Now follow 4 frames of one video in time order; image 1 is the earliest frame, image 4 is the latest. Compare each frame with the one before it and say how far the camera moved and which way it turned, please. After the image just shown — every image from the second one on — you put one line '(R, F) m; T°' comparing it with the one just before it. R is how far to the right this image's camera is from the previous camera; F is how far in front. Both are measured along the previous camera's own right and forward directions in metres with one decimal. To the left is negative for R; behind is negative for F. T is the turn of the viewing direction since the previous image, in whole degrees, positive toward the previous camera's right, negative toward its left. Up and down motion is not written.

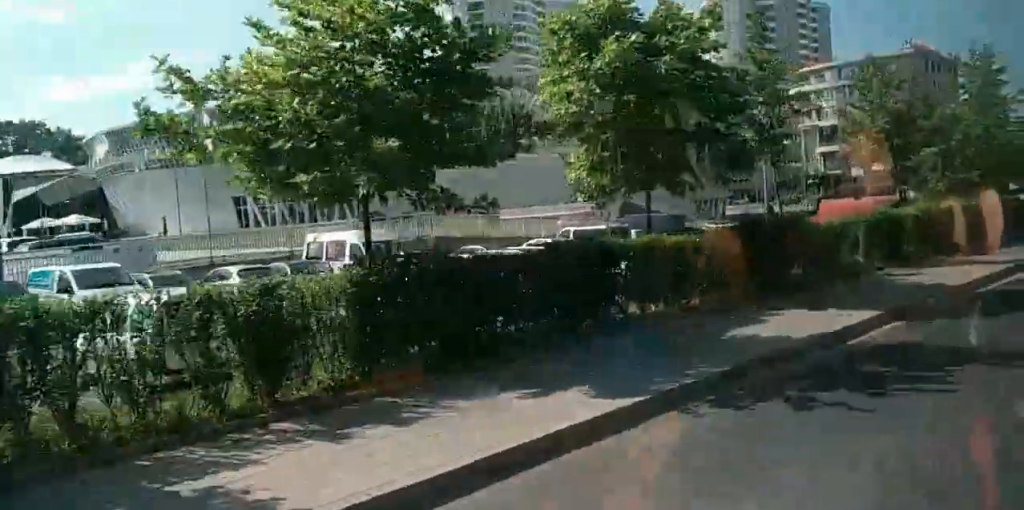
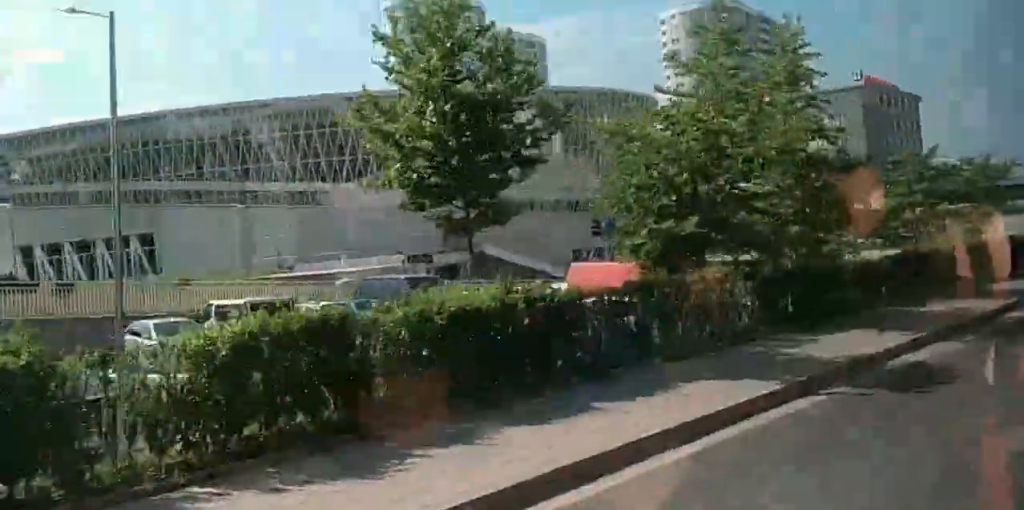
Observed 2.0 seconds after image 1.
(+0.3, +18.6) m; +1°
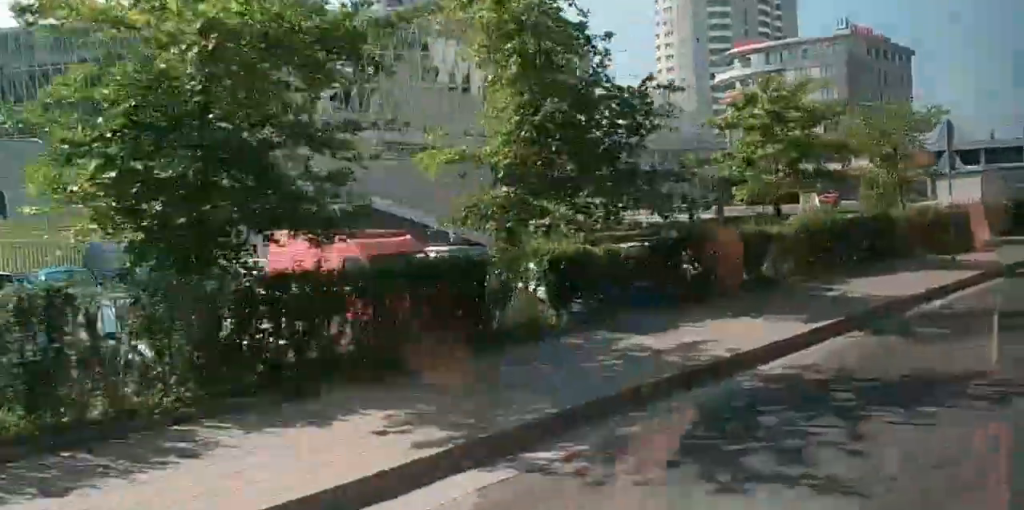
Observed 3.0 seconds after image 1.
(0.0, +10.8) m; 0°
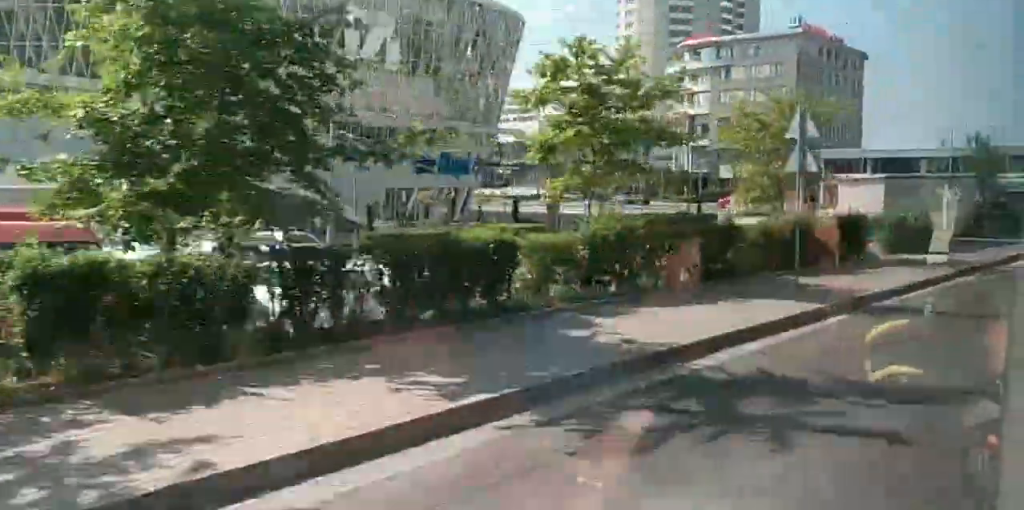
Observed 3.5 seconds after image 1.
(0.0, +5.8) m; 0°
